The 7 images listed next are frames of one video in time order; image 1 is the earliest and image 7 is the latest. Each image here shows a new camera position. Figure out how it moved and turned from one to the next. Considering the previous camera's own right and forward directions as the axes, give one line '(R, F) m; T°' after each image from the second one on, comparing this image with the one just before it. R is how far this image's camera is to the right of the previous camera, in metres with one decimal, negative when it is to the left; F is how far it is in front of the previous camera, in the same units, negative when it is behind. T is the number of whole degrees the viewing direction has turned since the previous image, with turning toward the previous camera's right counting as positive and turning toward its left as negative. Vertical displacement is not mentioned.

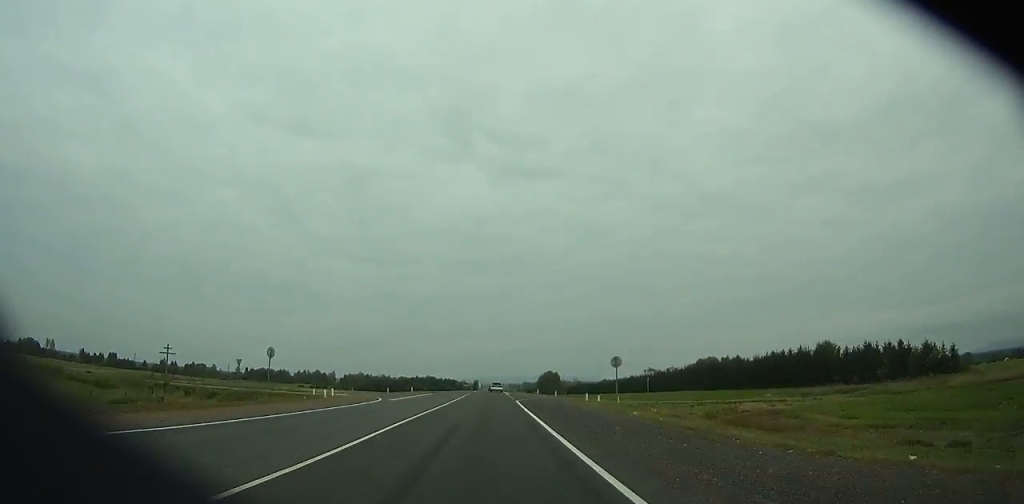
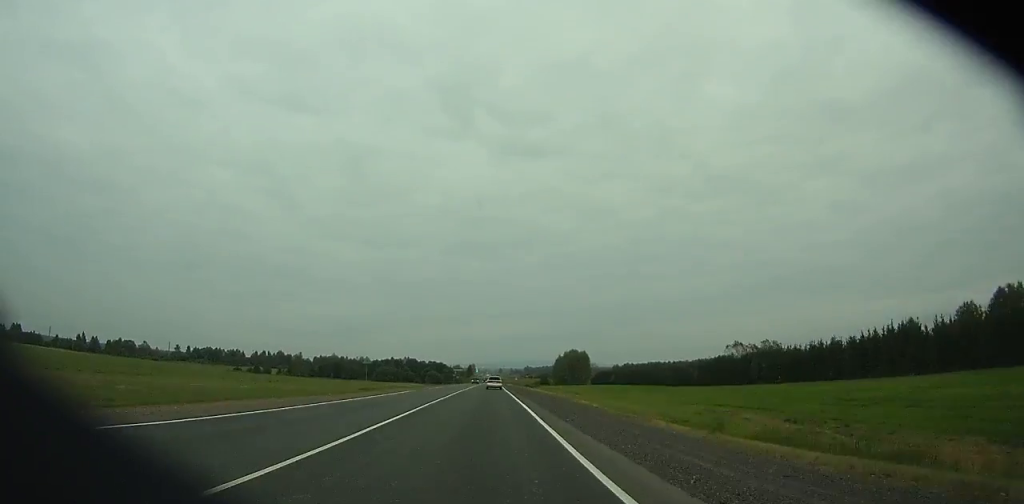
(-0.1, +150.7) m; 0°
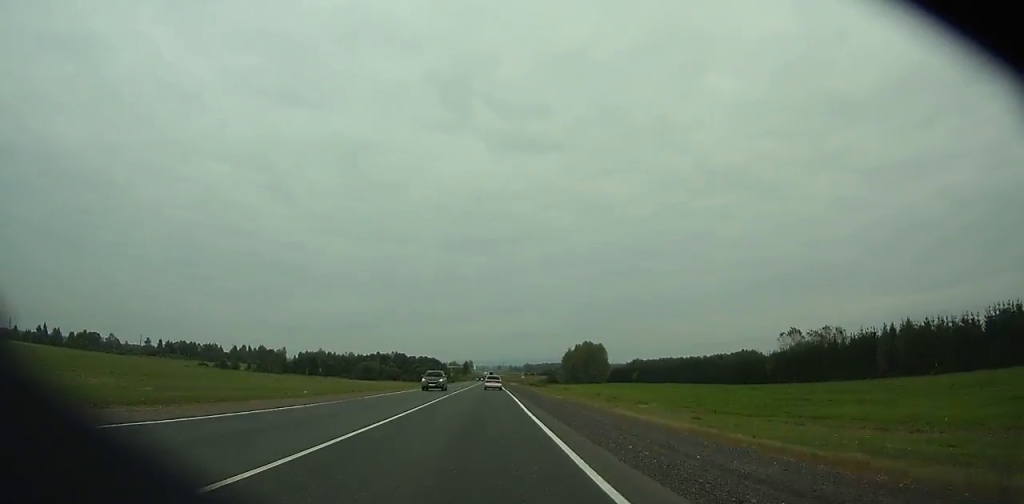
(-0.1, +53.9) m; 0°
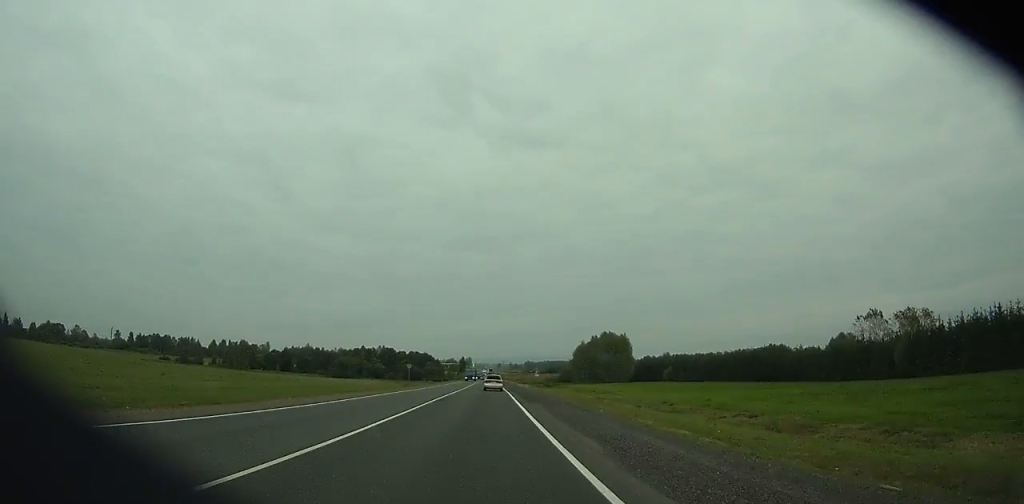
(+0.1, +50.4) m; 0°
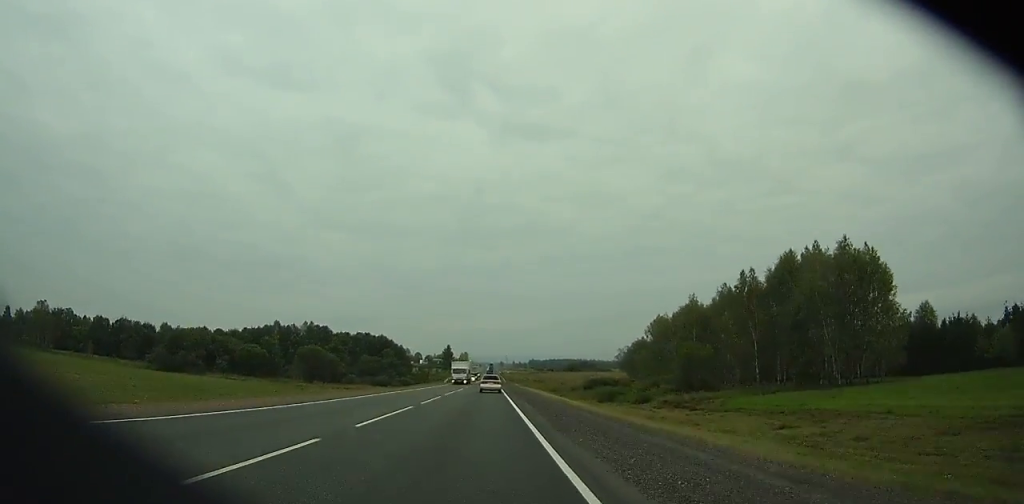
(-0.2, +156.7) m; 0°
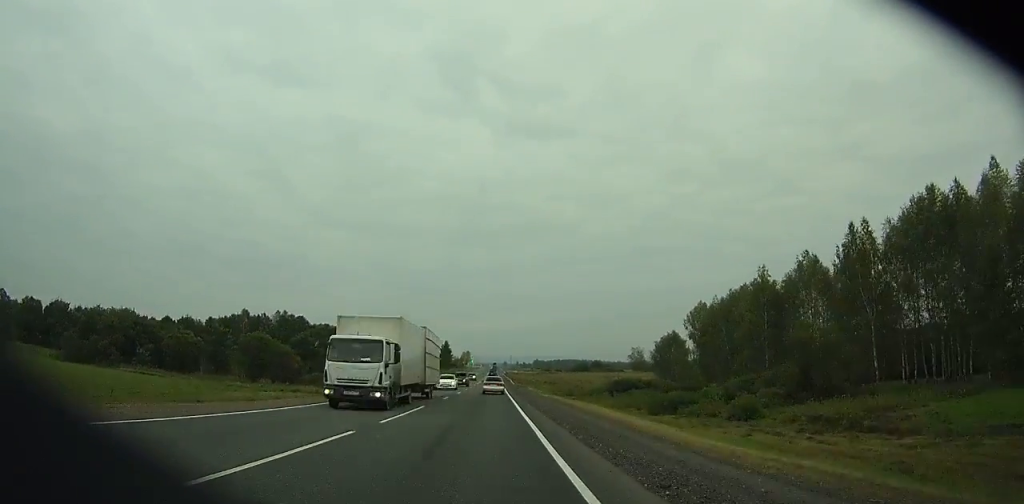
(0.0, +33.5) m; 0°
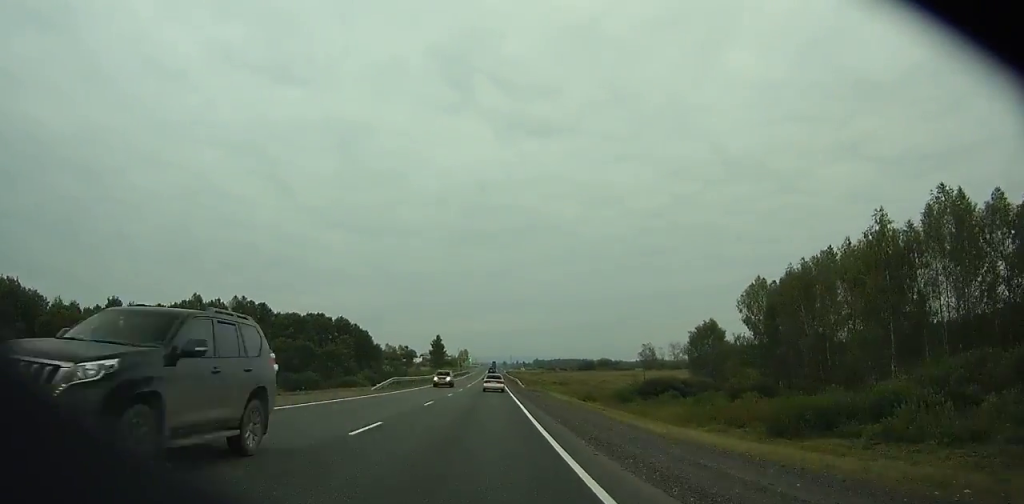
(-0.1, +33.4) m; 0°
